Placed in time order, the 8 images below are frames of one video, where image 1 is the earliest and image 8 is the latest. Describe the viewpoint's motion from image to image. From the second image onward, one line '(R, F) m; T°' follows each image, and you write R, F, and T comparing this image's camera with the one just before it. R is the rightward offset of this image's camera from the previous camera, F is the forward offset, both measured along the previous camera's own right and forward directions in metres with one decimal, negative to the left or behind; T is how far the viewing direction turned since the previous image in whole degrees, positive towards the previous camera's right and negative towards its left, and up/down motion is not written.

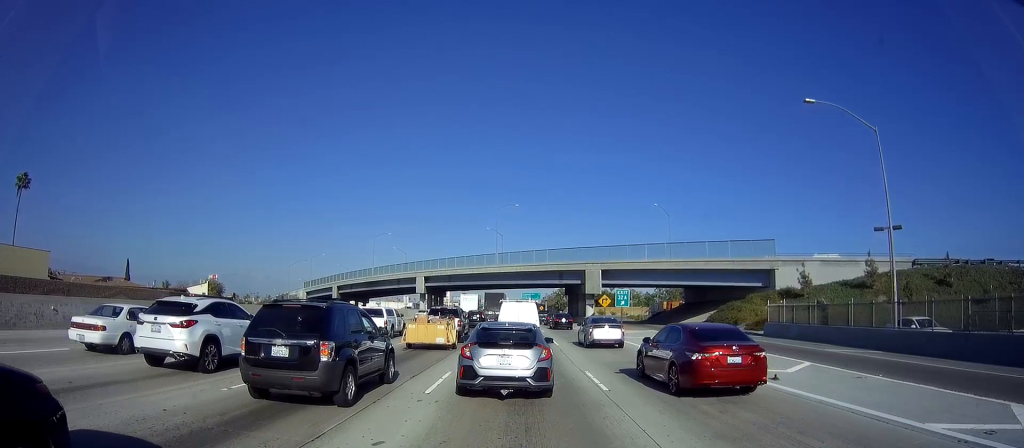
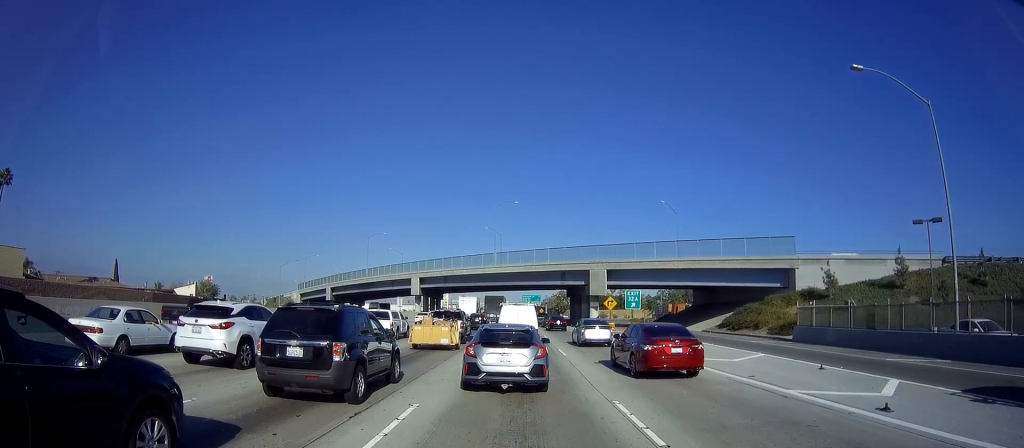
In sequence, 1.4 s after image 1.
(+0.1, +5.5) m; +1°
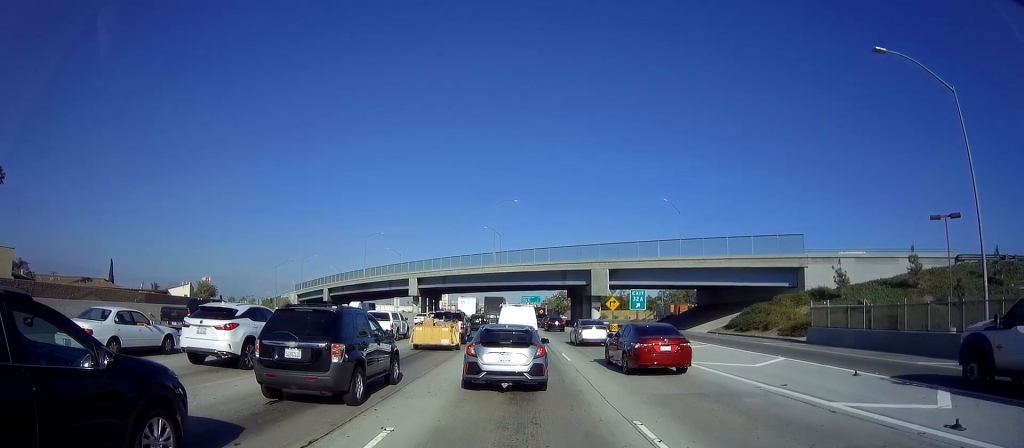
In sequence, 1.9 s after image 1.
(0.0, +2.2) m; 0°
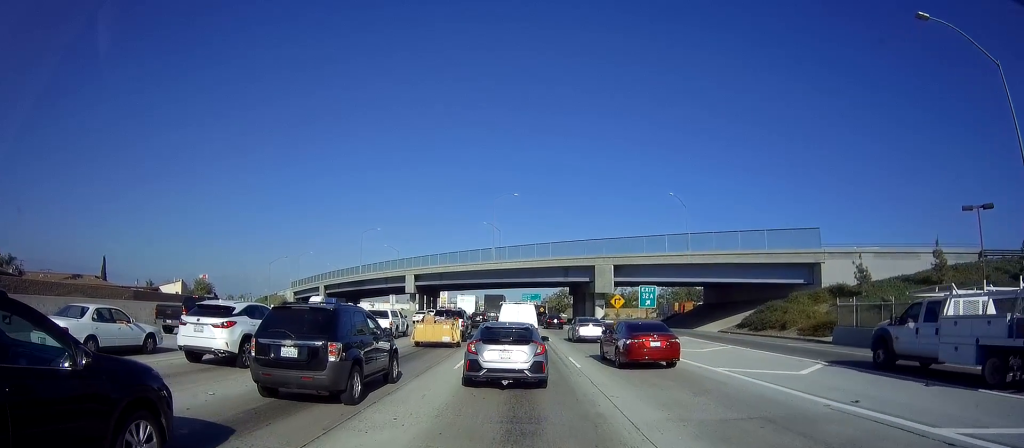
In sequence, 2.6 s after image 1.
(0.0, +3.4) m; 0°
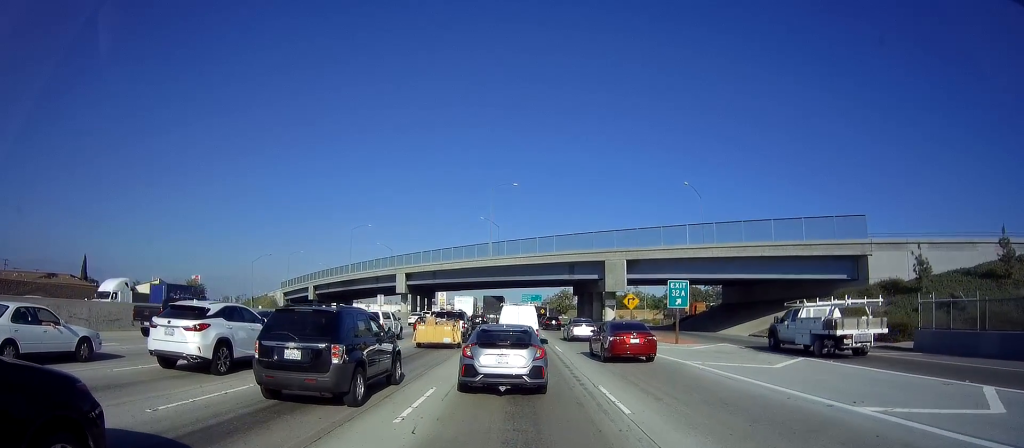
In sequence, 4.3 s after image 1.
(-0.3, +7.5) m; -2°
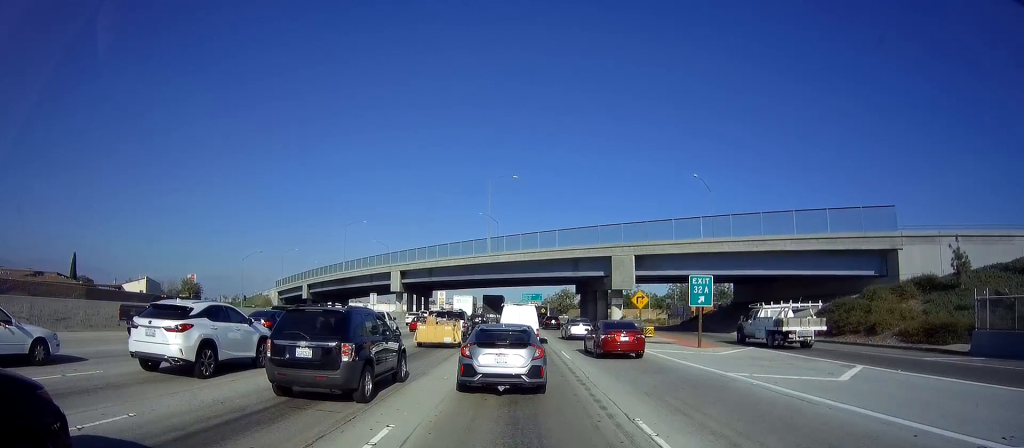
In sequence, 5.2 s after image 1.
(+0.1, +3.9) m; 0°
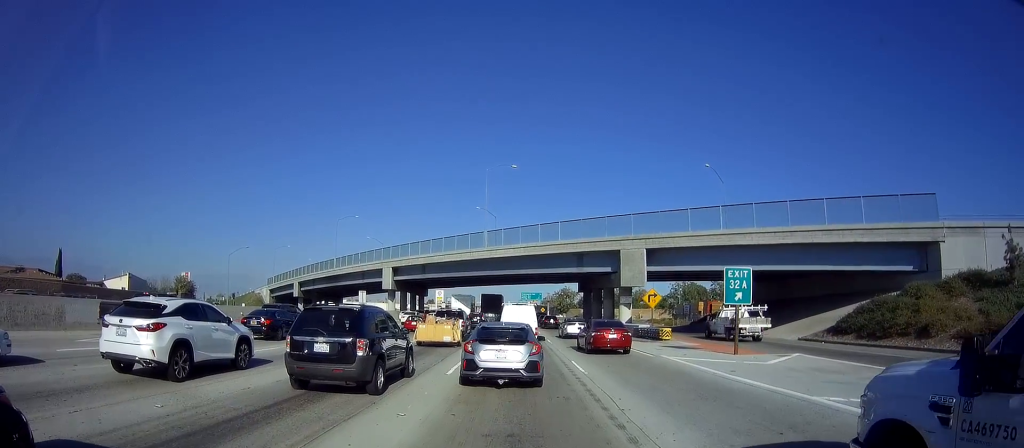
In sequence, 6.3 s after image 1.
(-0.1, +5.1) m; 0°
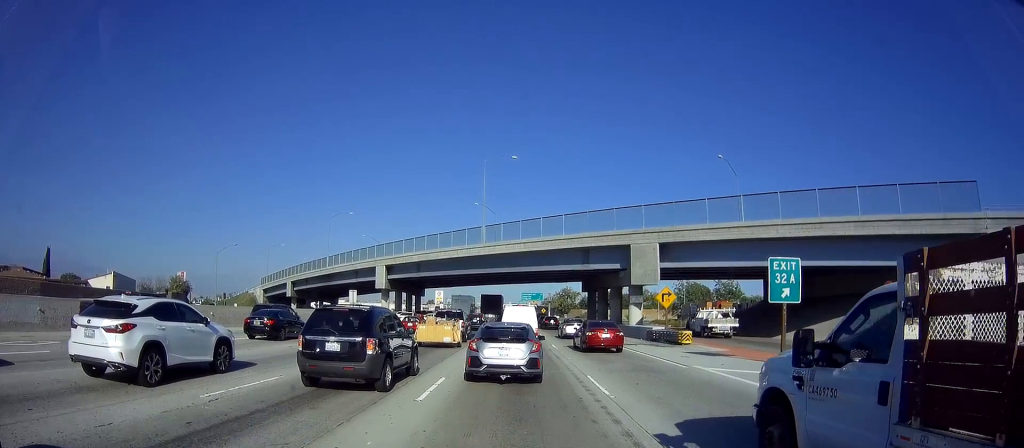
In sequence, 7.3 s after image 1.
(+0.1, +4.5) m; 0°
